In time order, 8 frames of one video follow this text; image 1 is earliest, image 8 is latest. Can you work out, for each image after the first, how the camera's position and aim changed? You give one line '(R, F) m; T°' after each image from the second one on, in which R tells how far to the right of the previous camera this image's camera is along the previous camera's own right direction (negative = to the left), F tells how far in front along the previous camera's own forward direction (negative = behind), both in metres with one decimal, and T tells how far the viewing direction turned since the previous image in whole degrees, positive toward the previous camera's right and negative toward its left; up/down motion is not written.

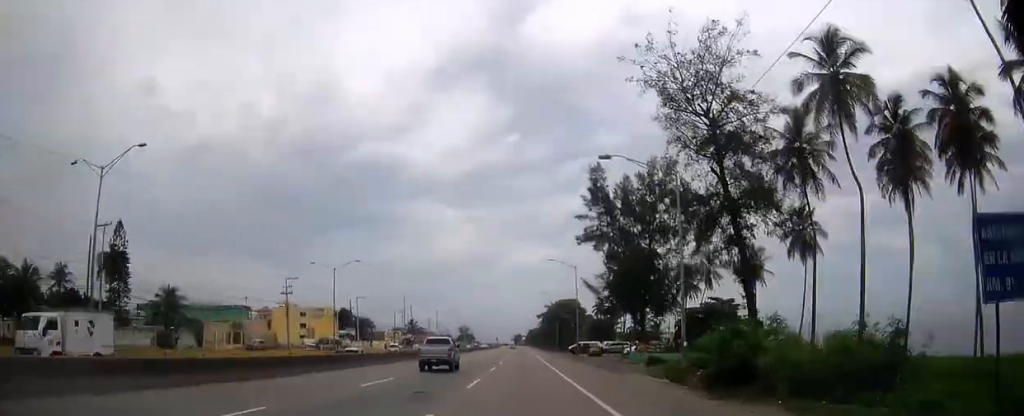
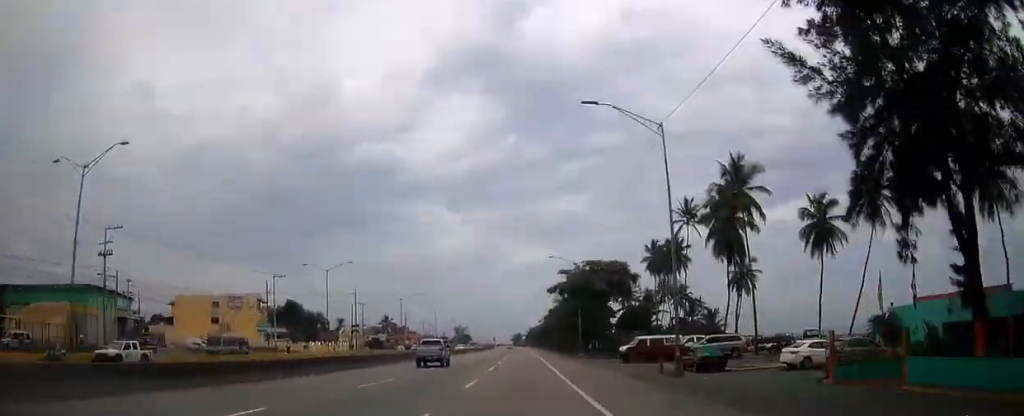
(-0.1, +51.8) m; 0°
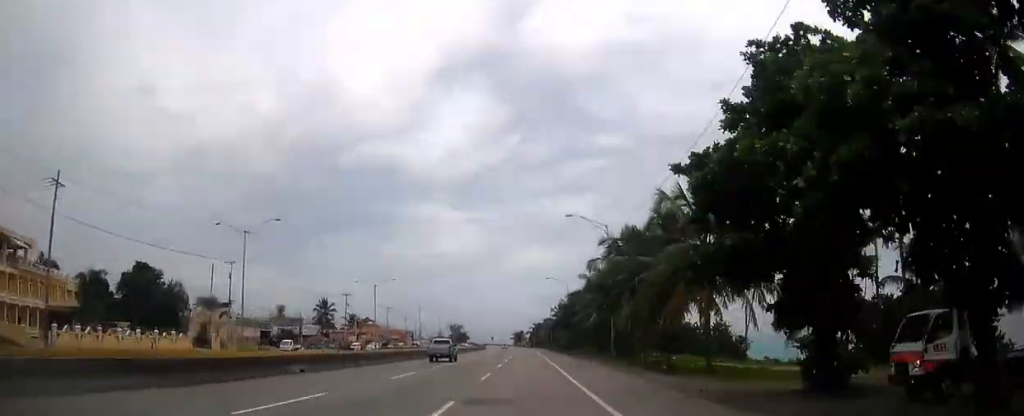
(-0.1, +74.9) m; 0°
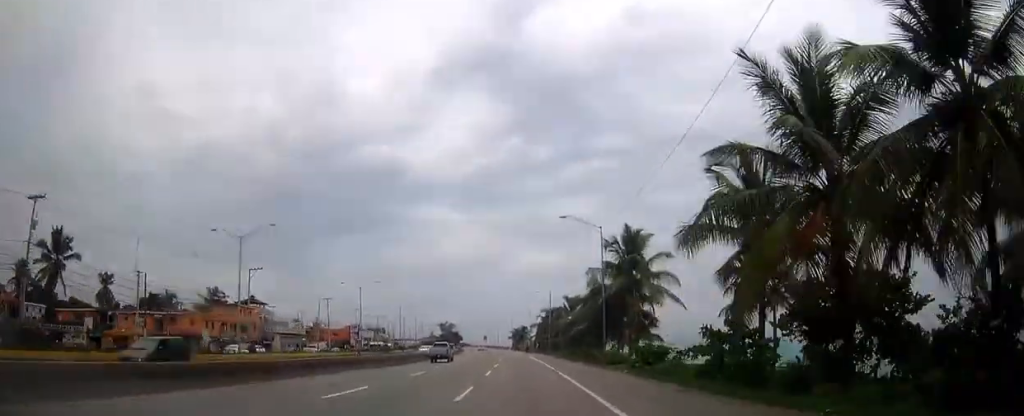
(-0.3, +99.4) m; -1°
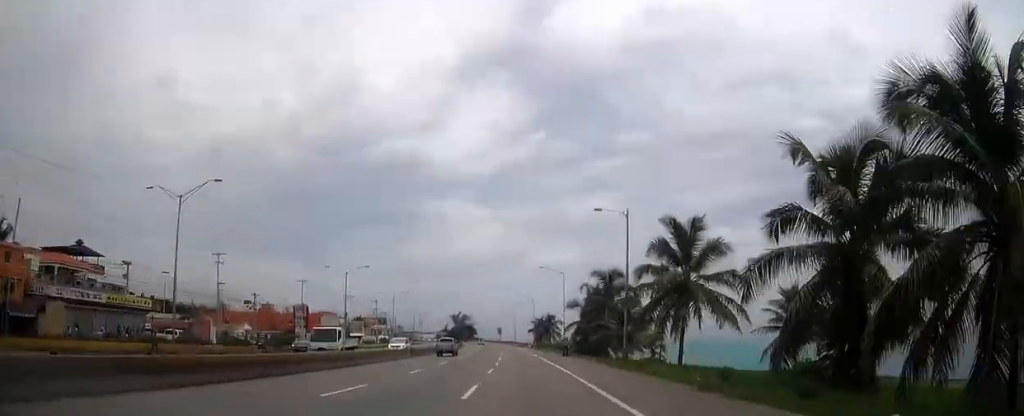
(-0.7, +62.8) m; -1°
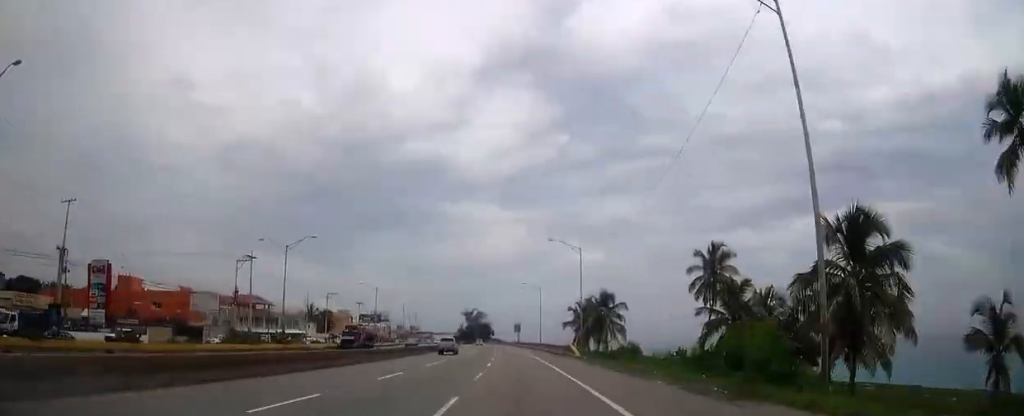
(-1.4, +74.4) m; -3°
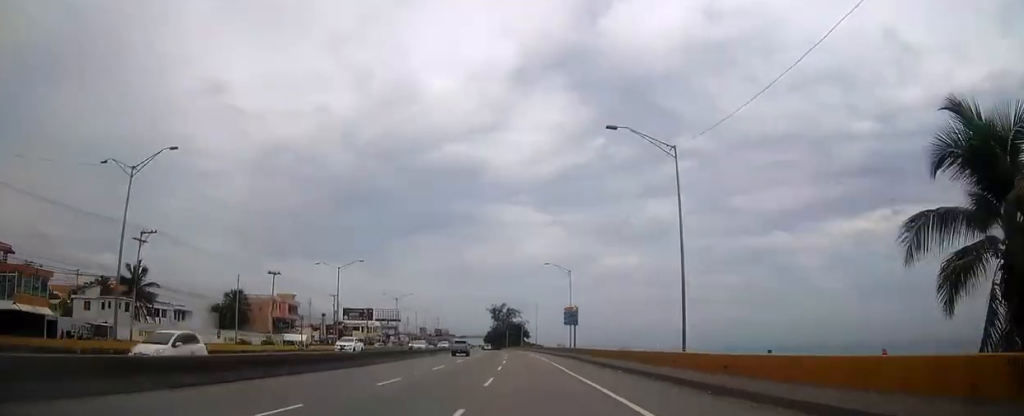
(-2.4, +87.3) m; -3°
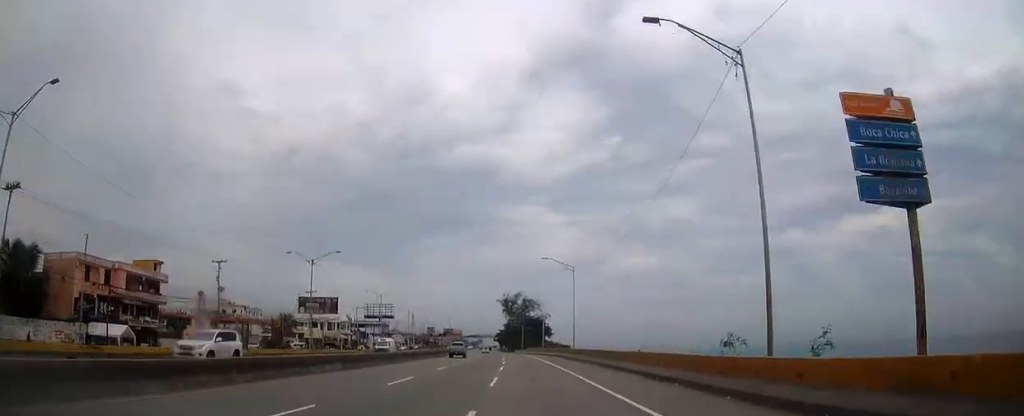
(-1.2, +63.8) m; -2°
